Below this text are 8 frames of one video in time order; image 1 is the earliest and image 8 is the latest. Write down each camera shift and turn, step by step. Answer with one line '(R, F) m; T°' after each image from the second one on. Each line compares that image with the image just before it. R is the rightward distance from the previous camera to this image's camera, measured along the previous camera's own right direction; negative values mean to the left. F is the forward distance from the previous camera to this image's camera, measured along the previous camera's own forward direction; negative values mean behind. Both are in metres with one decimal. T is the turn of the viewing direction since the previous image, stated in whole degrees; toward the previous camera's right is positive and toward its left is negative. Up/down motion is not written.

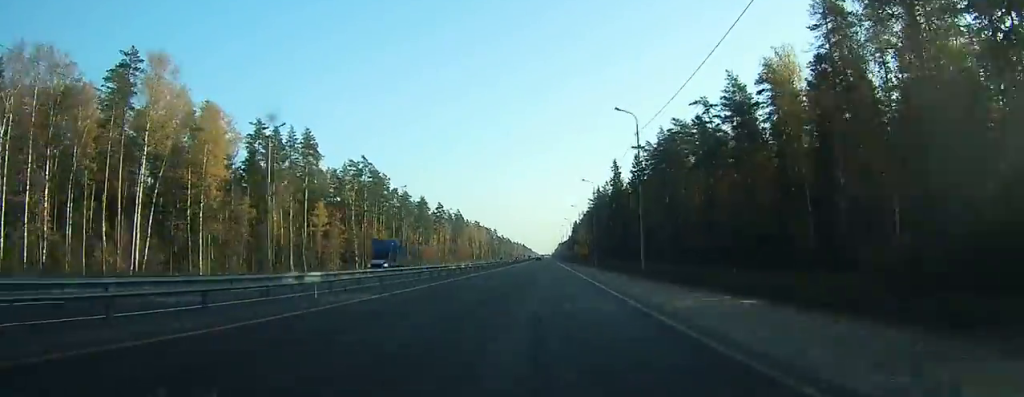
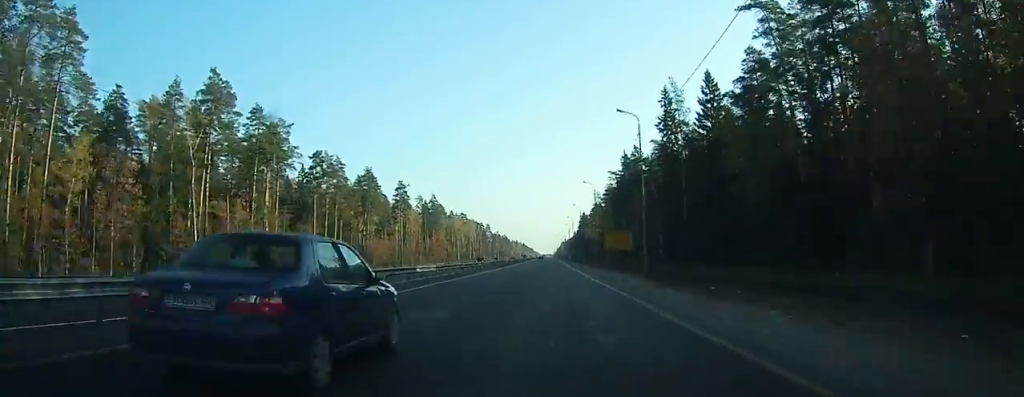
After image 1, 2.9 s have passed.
(+0.2, +75.3) m; 0°
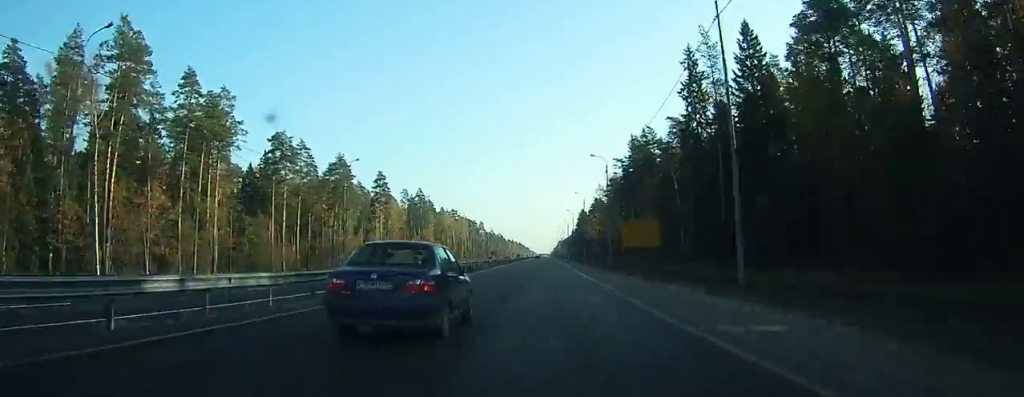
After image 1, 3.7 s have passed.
(-0.1, +20.5) m; 0°
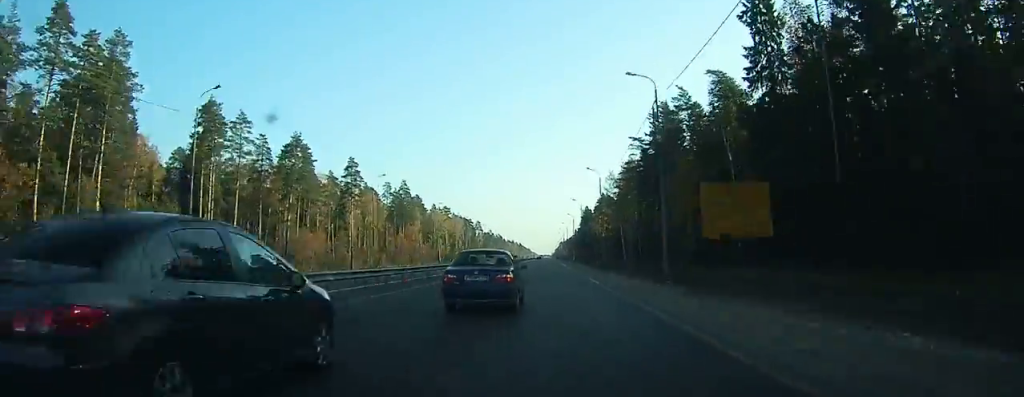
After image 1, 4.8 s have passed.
(0.0, +27.3) m; 0°
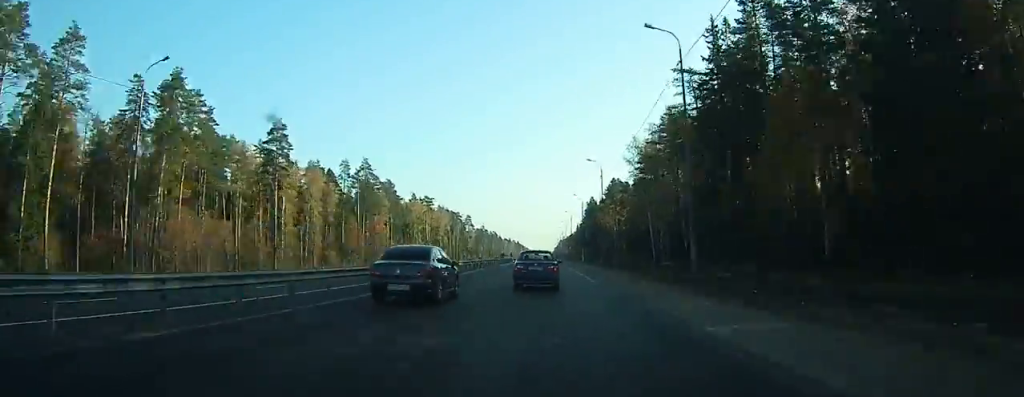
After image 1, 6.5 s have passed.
(+0.1, +42.7) m; 0°
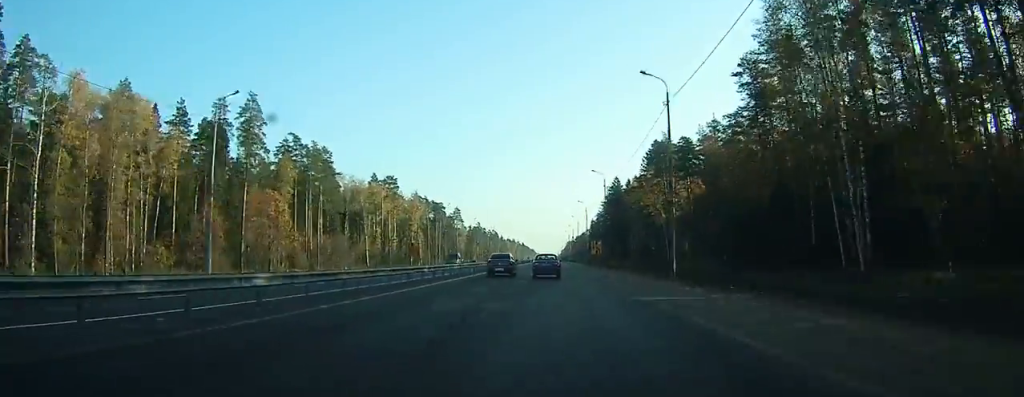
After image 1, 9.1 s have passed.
(+0.2, +68.8) m; 0°
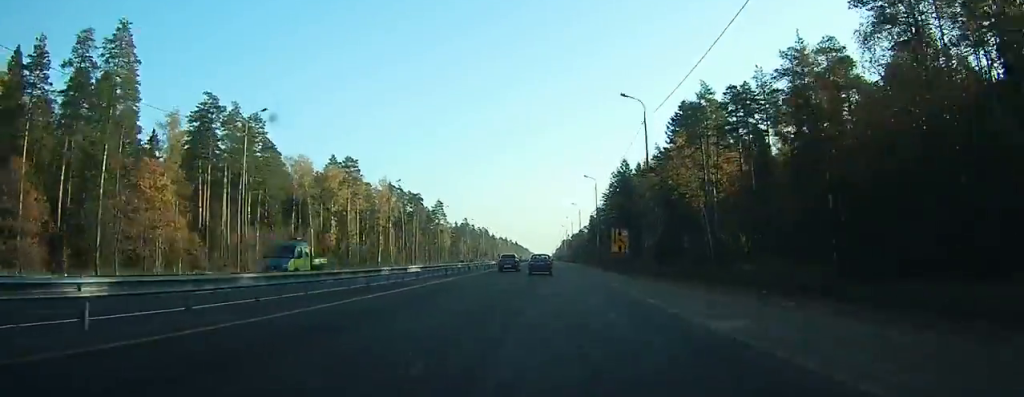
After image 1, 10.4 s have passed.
(0.0, +33.0) m; 0°
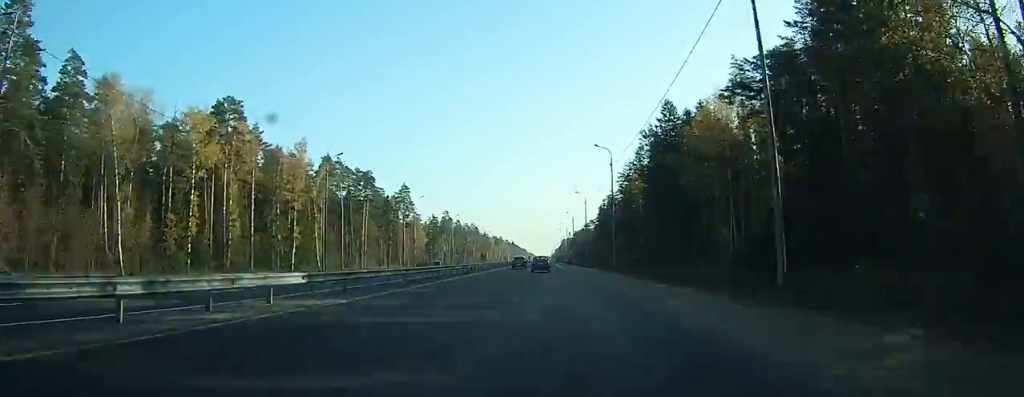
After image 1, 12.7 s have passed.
(0.0, +60.4) m; 0°
